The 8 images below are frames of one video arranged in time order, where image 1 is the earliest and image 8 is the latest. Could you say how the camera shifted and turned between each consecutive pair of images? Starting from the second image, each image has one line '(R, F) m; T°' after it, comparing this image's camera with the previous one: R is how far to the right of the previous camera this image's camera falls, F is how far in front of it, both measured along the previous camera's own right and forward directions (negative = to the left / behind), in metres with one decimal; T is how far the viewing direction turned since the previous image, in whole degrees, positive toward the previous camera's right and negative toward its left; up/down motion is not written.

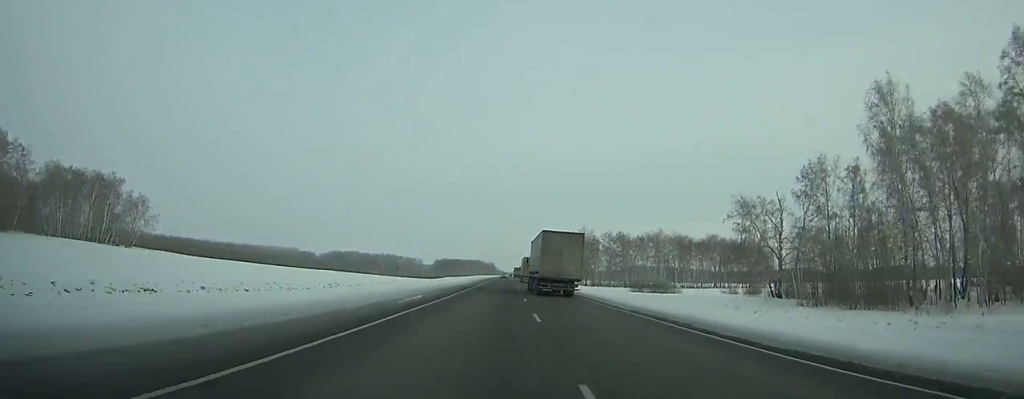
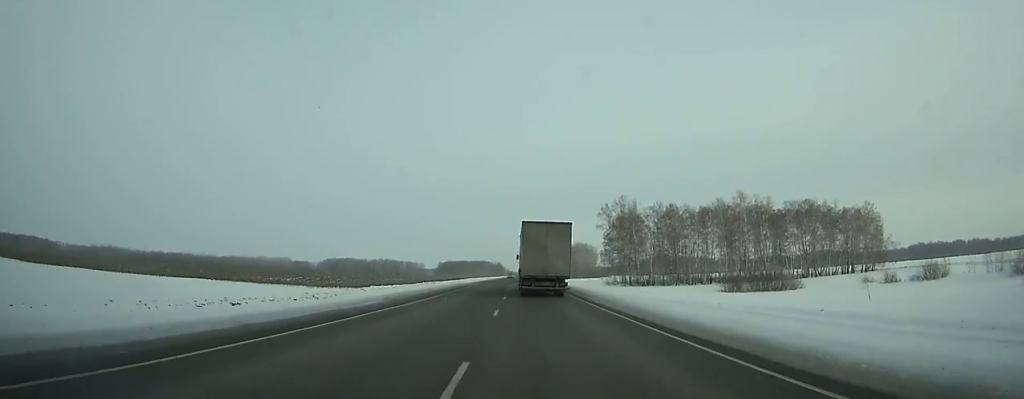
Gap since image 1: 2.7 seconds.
(-0.1, +70.8) m; -1°
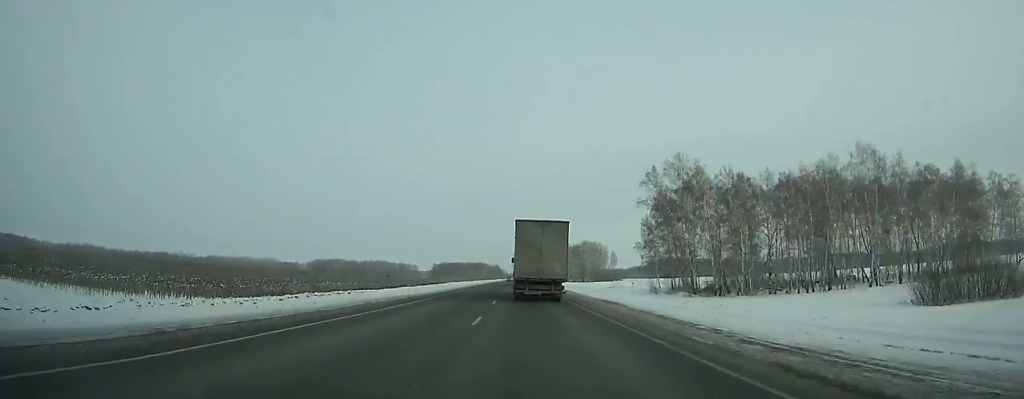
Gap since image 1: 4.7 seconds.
(-0.4, +50.4) m; -1°
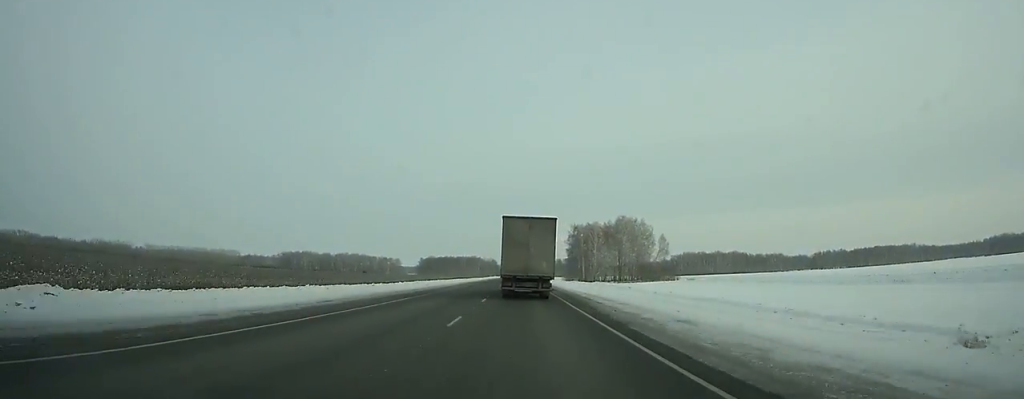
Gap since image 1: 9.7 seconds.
(-0.1, +120.2) m; 0°
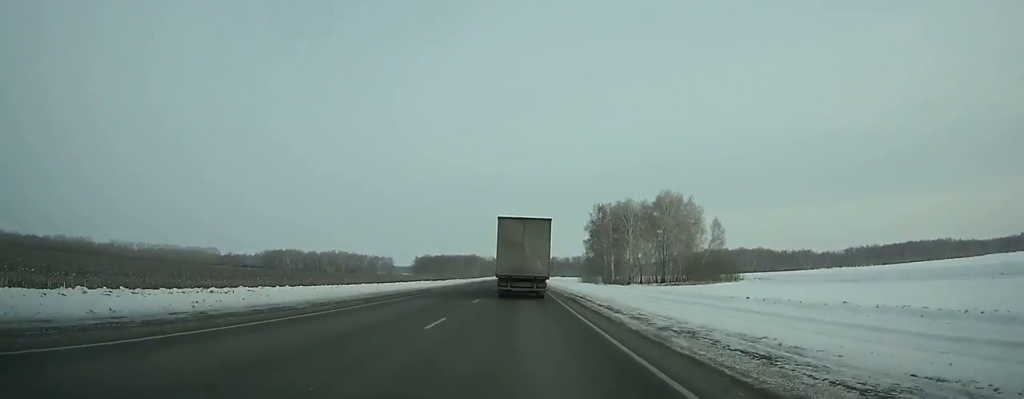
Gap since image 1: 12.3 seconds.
(+0.1, +61.7) m; 0°
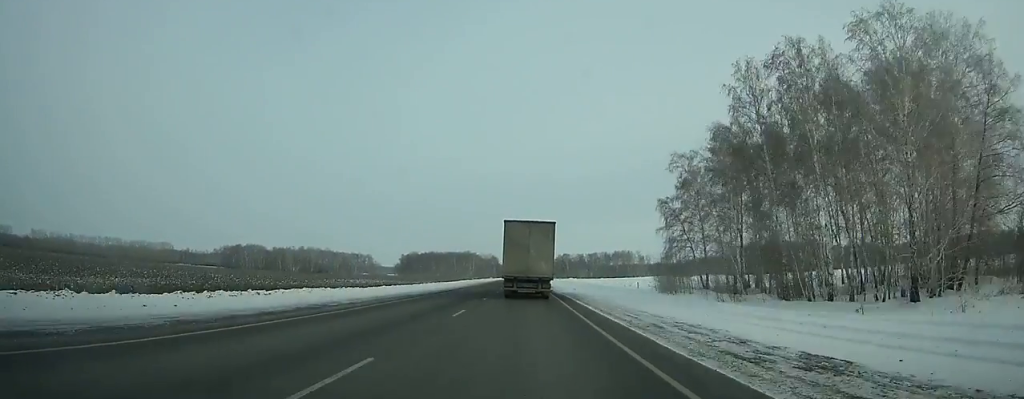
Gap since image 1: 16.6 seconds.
(-0.4, +103.2) m; 0°
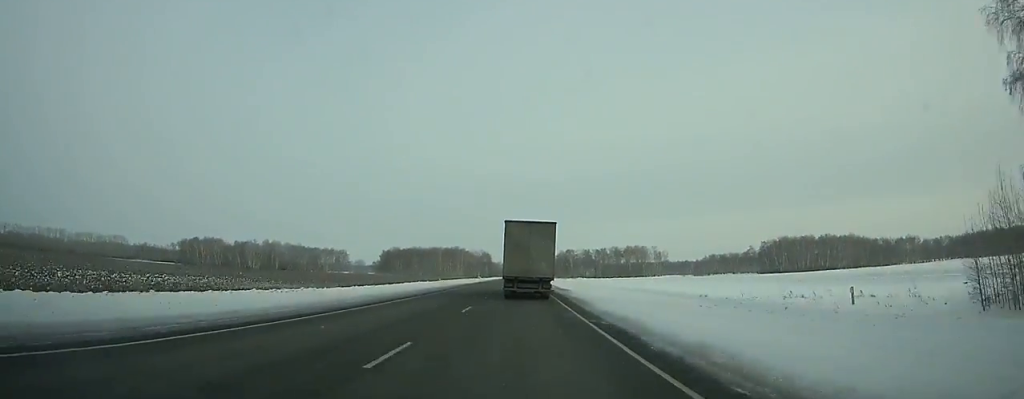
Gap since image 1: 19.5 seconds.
(+0.1, +71.9) m; 0°
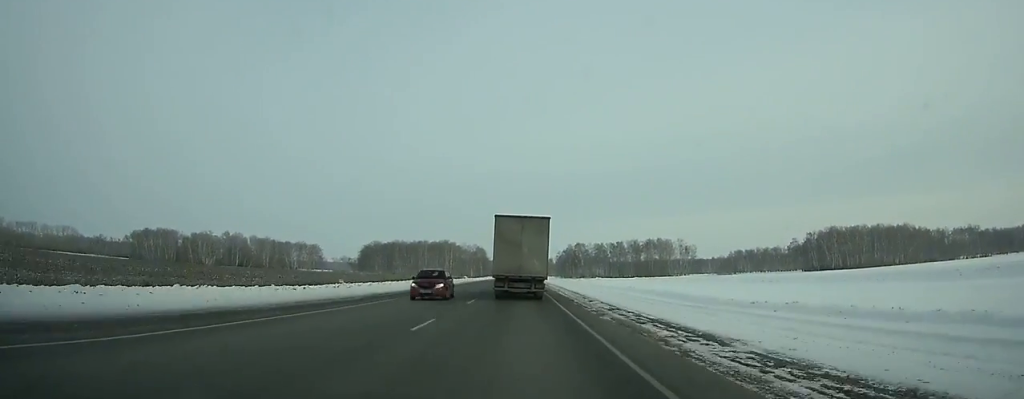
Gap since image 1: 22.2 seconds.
(-0.1, +70.0) m; -1°
